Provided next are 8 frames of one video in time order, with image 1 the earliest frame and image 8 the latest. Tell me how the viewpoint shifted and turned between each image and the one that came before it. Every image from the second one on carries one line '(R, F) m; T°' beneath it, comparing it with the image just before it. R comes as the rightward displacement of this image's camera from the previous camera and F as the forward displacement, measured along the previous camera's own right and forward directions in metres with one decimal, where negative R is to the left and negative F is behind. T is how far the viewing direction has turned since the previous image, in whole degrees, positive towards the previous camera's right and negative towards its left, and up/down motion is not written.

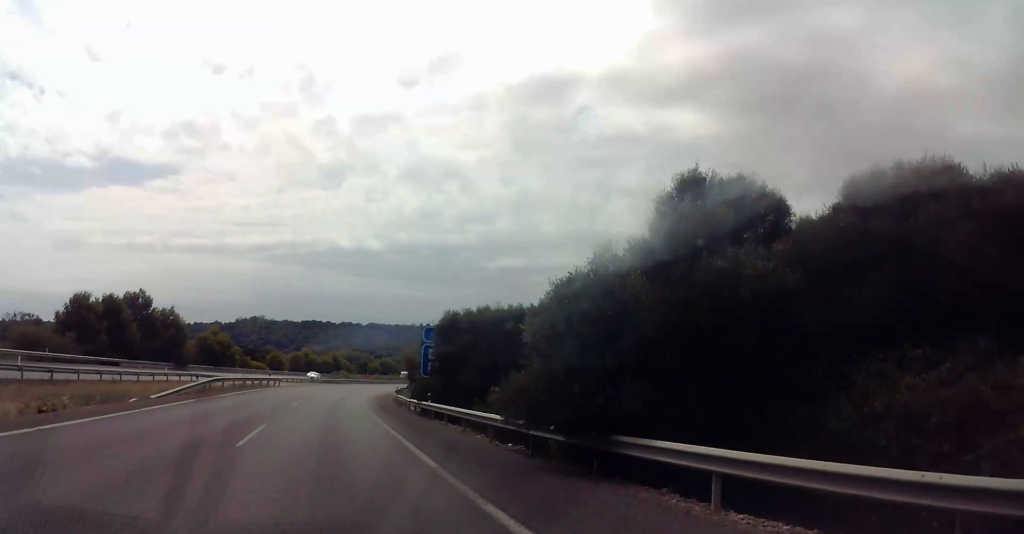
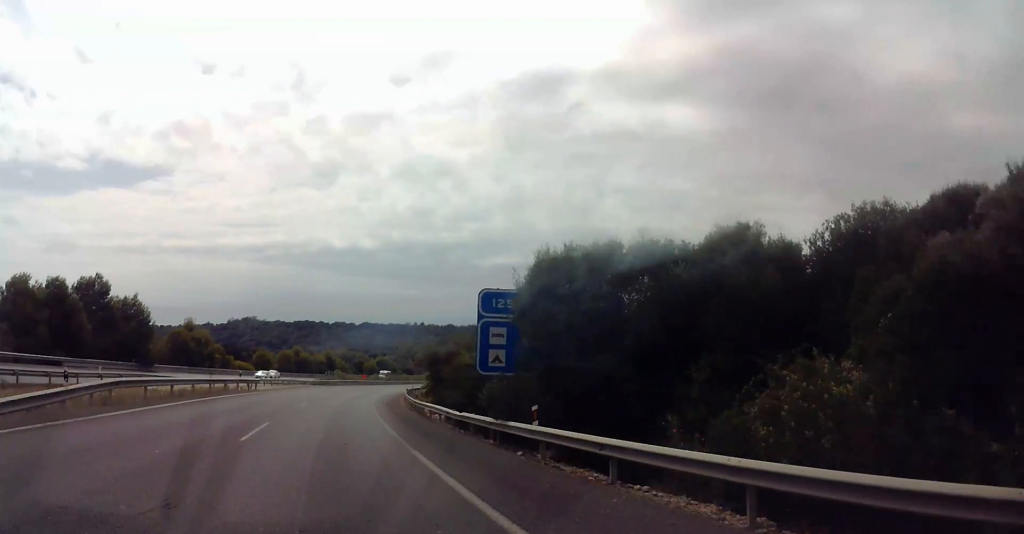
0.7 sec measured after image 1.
(+0.2, +16.7) m; 0°
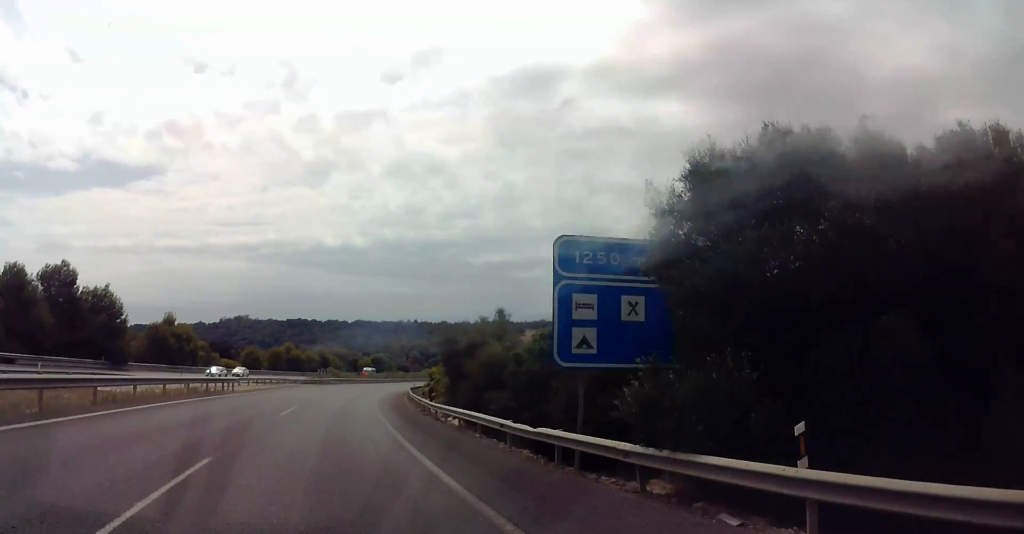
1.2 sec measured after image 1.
(0.0, +10.2) m; 0°
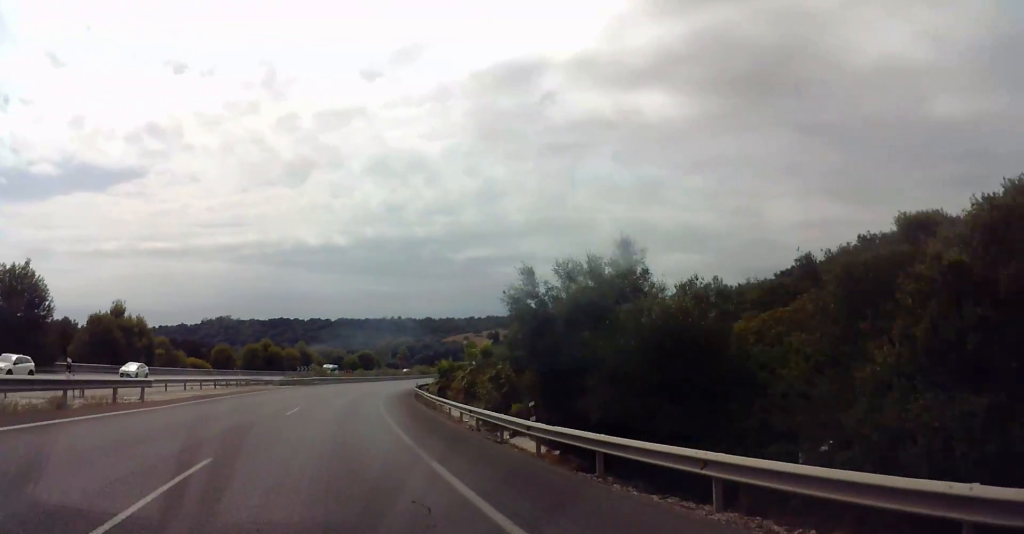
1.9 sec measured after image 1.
(-0.4, +17.5) m; +2°
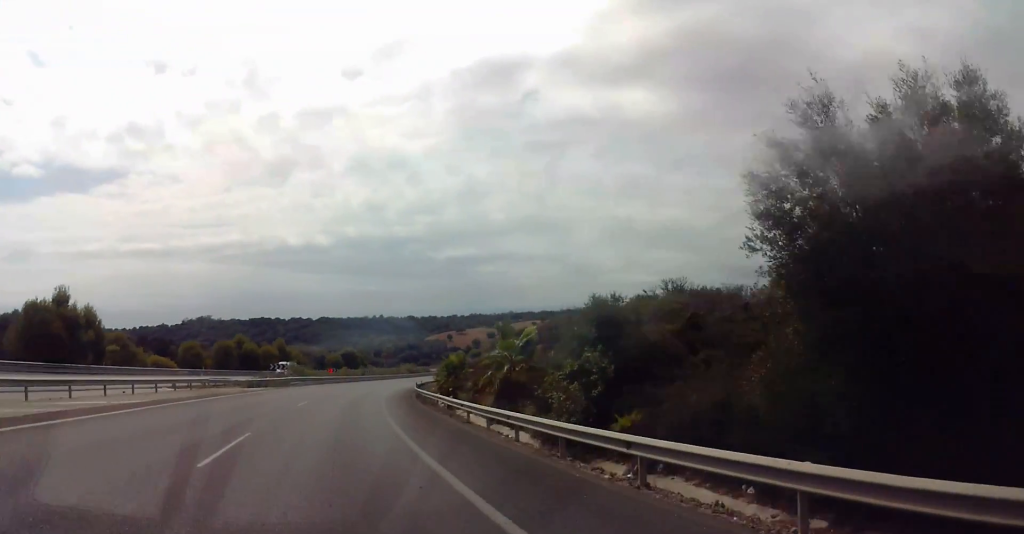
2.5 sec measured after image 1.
(+0.7, +13.7) m; +2°
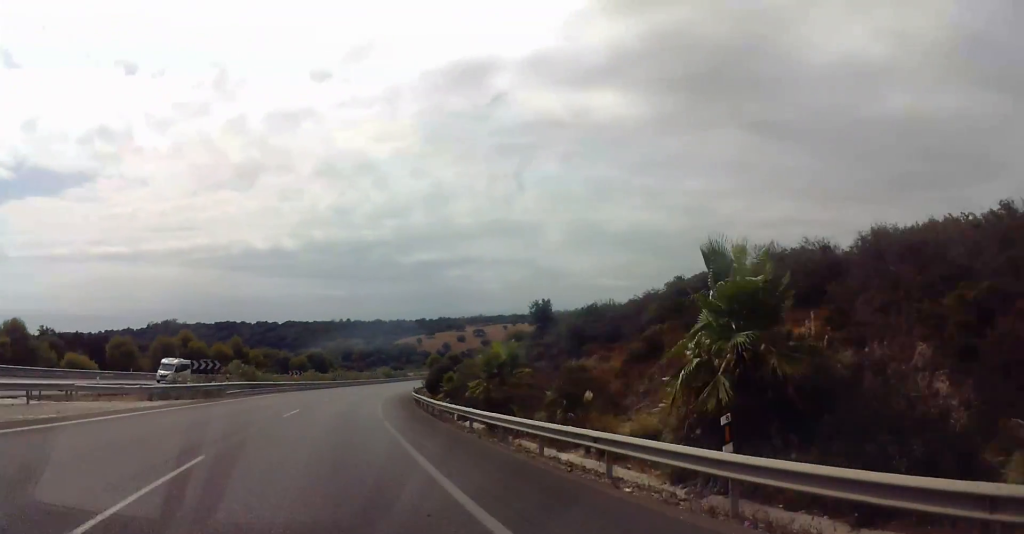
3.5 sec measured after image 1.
(+0.6, +22.9) m; +2°
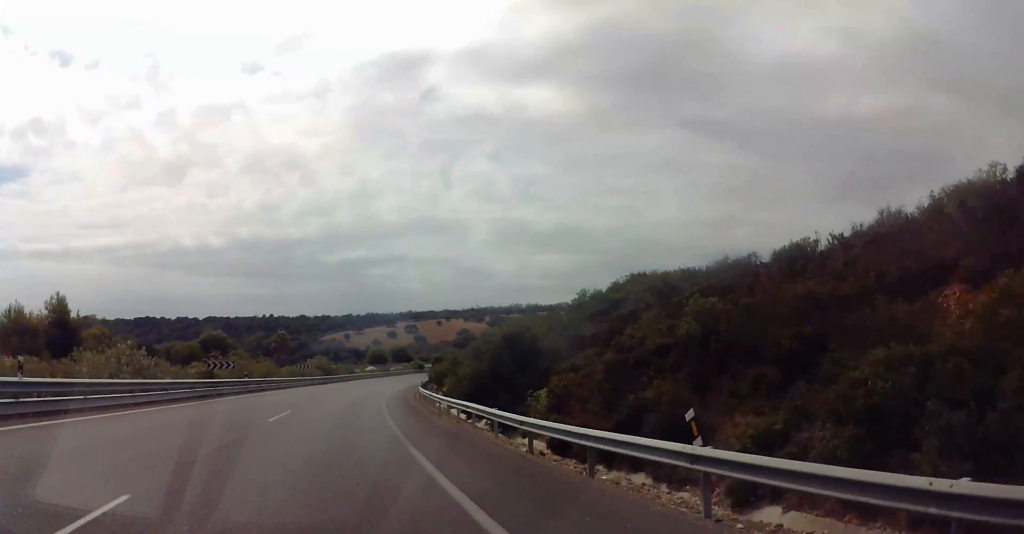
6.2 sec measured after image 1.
(+3.2, +60.7) m; +7°
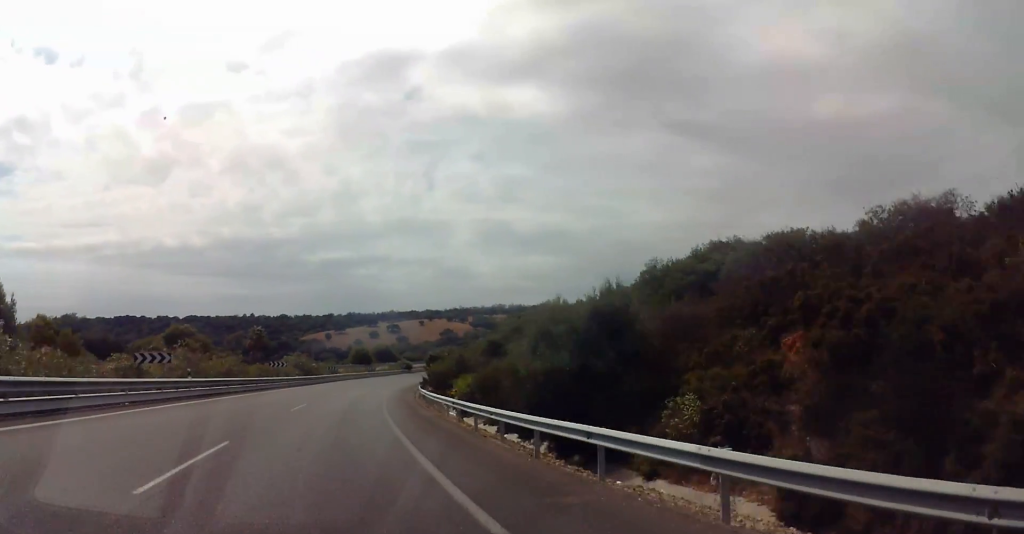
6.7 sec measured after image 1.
(0.0, +12.1) m; 0°
